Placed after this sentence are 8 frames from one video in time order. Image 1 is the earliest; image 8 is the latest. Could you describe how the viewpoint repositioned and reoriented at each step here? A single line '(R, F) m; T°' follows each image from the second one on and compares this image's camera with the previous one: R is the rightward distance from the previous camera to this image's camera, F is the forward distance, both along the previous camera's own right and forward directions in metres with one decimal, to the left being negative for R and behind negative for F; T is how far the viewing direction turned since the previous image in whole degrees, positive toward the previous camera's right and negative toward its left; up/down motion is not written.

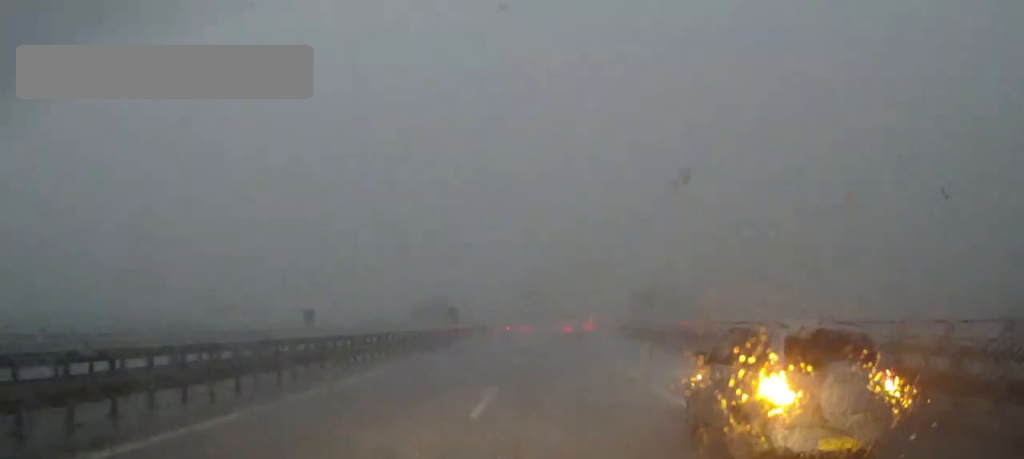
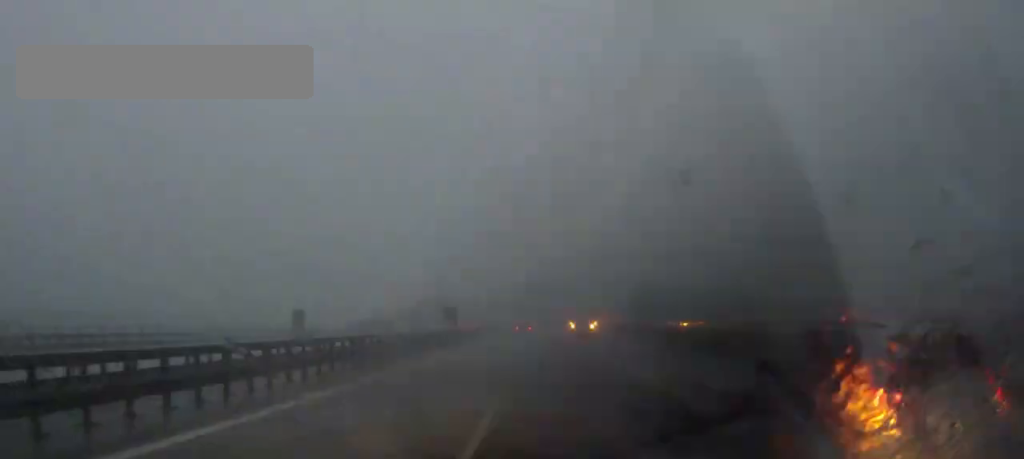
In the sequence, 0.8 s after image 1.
(0.0, +4.0) m; 0°
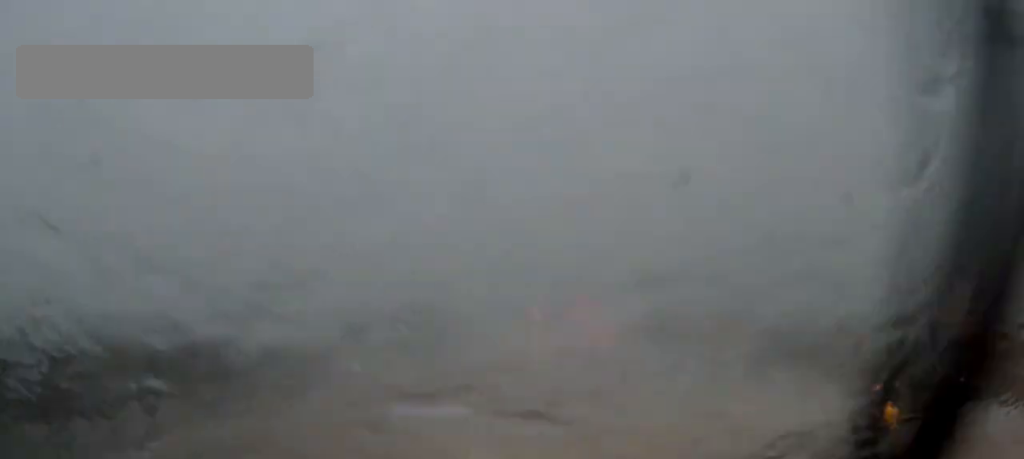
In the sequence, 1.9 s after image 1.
(0.0, +5.1) m; 0°
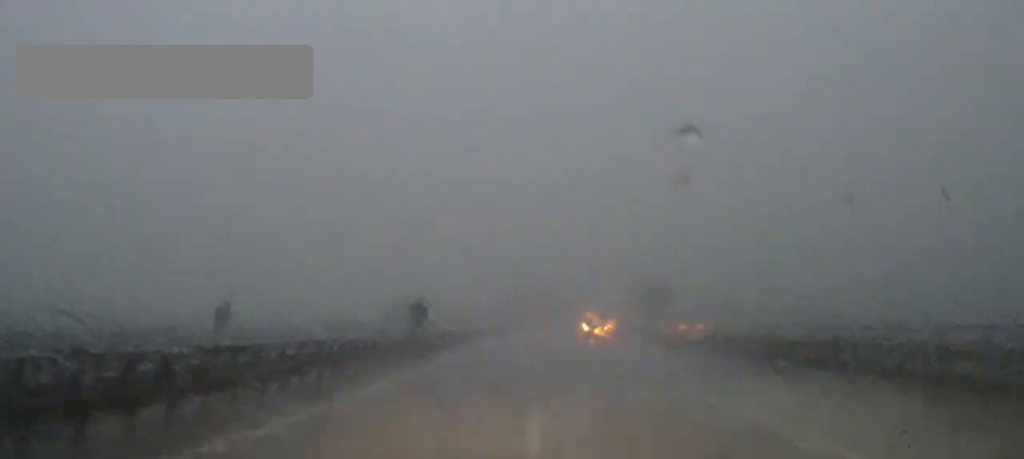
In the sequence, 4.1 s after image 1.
(+0.4, +12.1) m; +4°
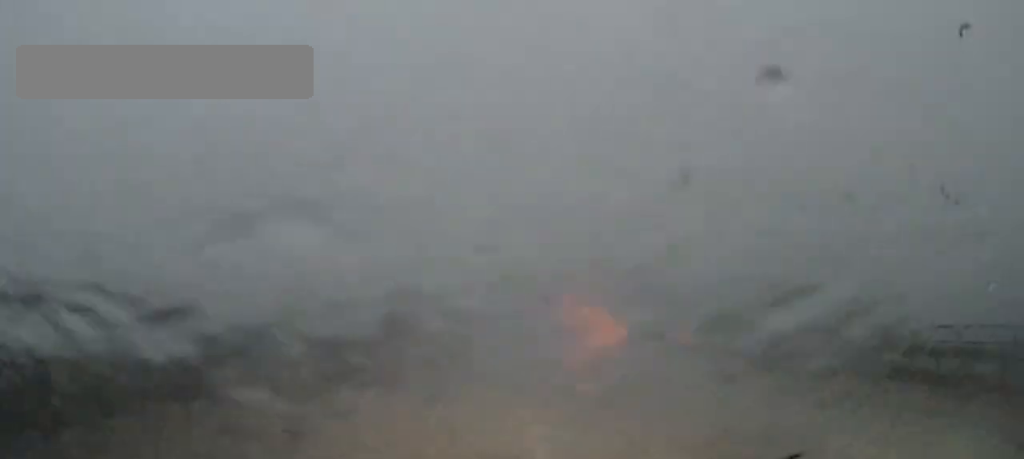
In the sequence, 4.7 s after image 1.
(0.0, +3.4) m; 0°
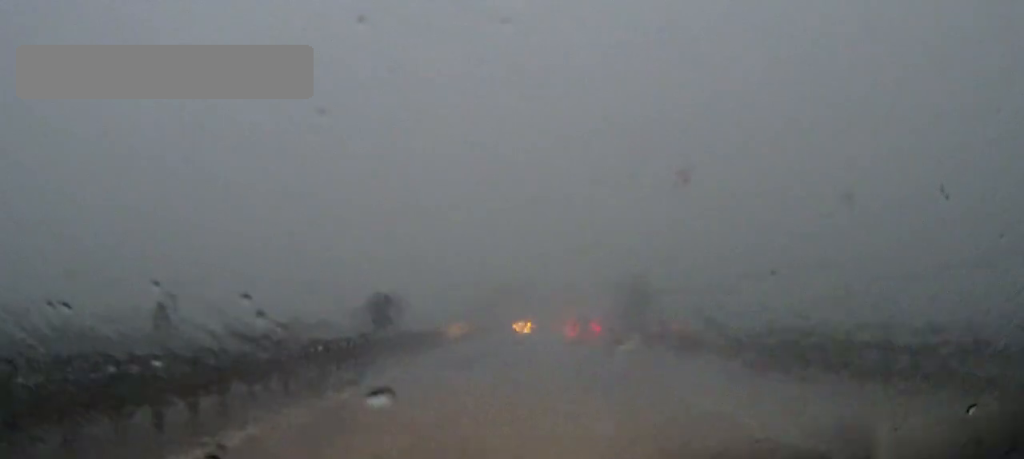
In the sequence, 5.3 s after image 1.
(0.0, +3.3) m; +1°
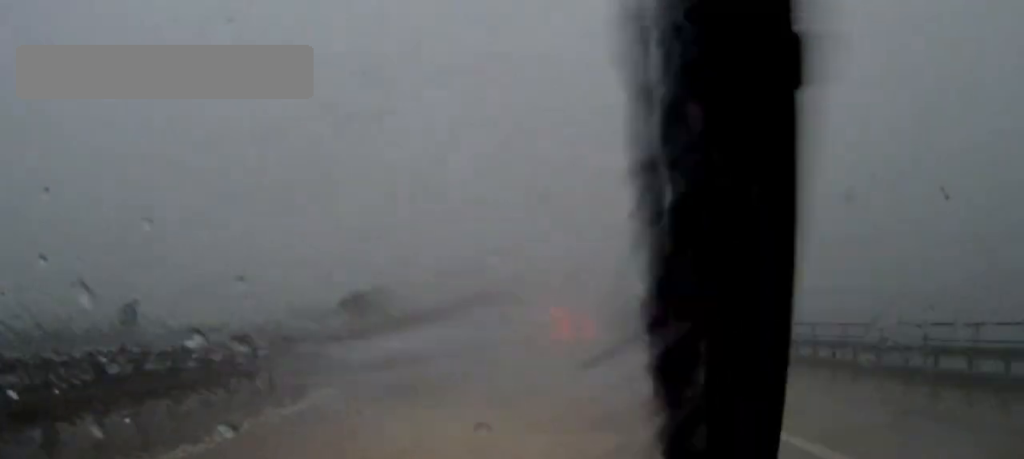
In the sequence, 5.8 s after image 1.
(0.0, +2.9) m; +1°
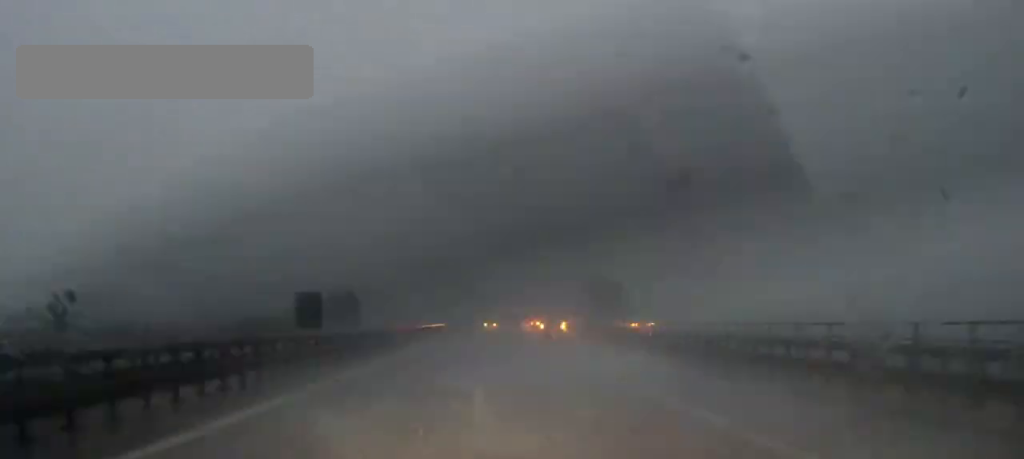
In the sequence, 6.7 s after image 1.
(+0.1, +5.5) m; +2°
